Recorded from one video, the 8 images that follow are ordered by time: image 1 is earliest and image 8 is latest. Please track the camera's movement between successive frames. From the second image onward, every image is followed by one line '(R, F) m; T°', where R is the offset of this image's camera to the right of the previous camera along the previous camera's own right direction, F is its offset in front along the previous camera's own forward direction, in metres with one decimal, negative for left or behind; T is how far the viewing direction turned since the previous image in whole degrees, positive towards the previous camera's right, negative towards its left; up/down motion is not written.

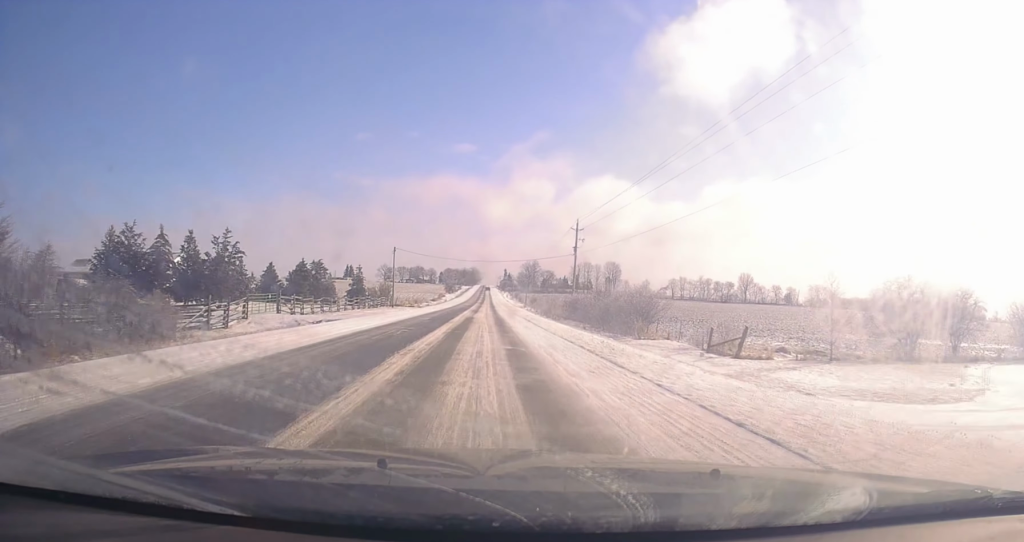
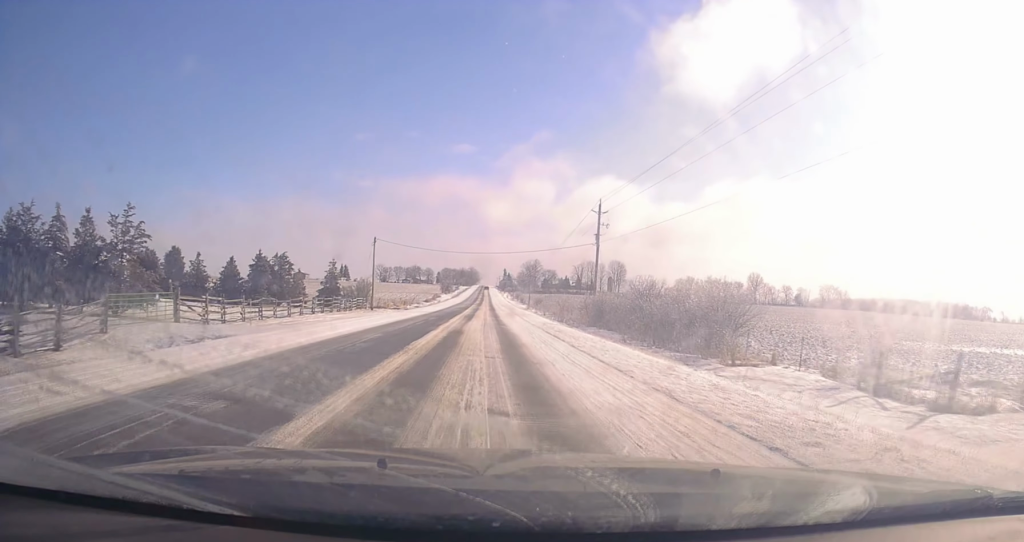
(+0.2, +15.0) m; 0°
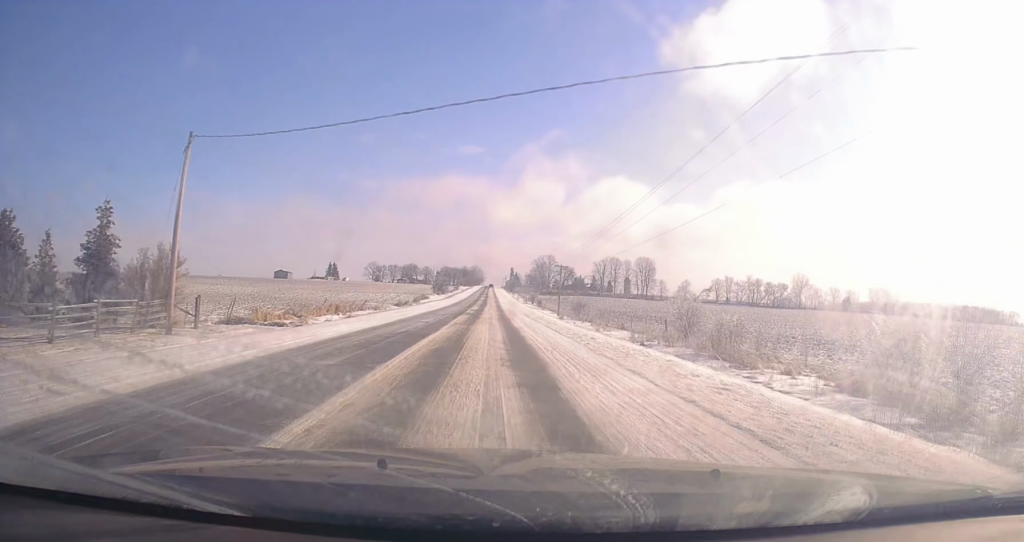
(-0.1, +49.8) m; -2°
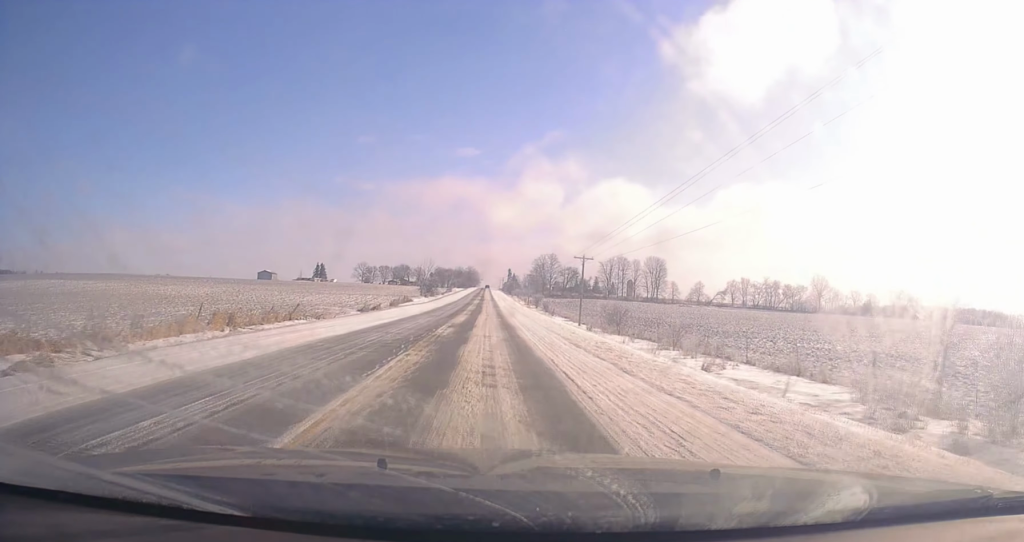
(-1.0, +23.4) m; -1°
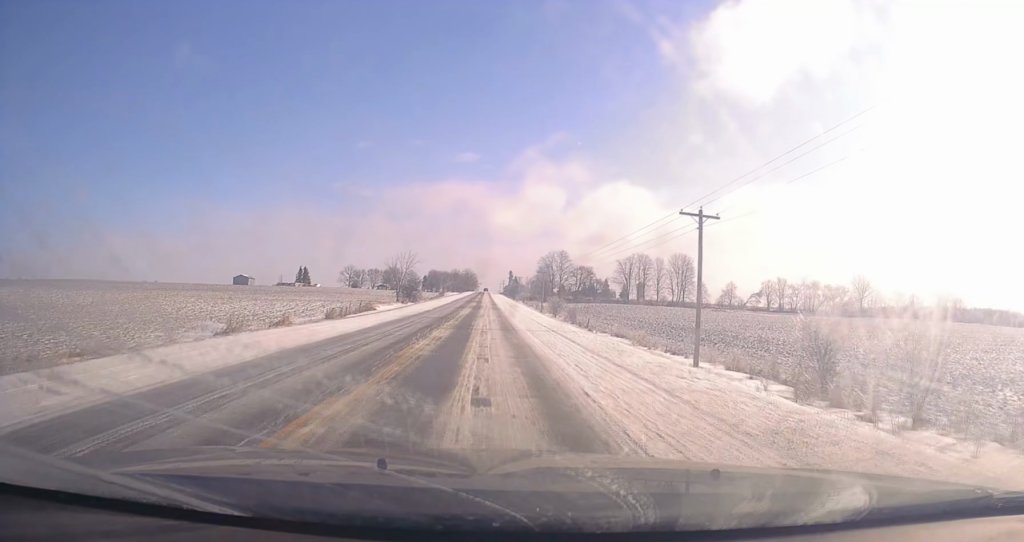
(+1.4, +36.0) m; +2°
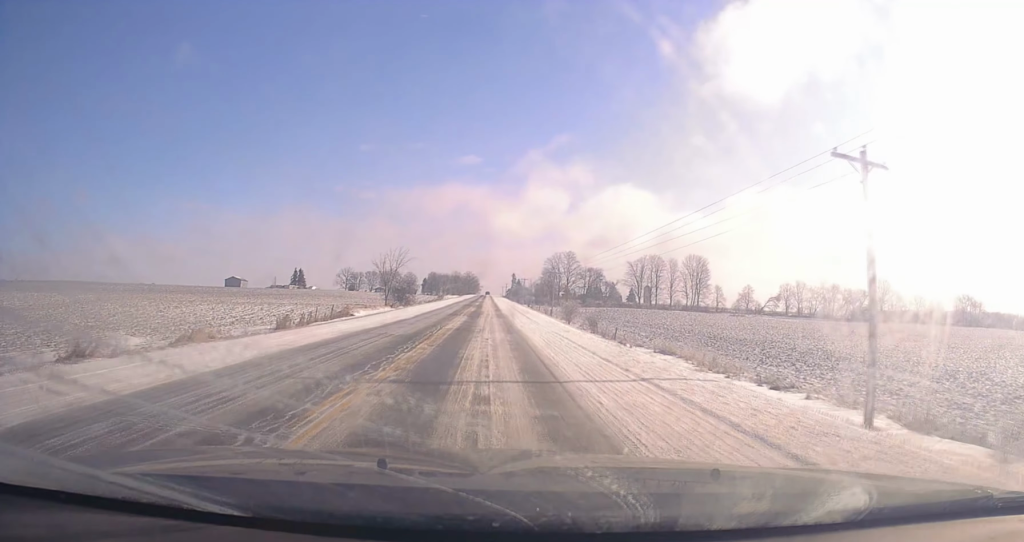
(+0.1, +14.0) m; 0°
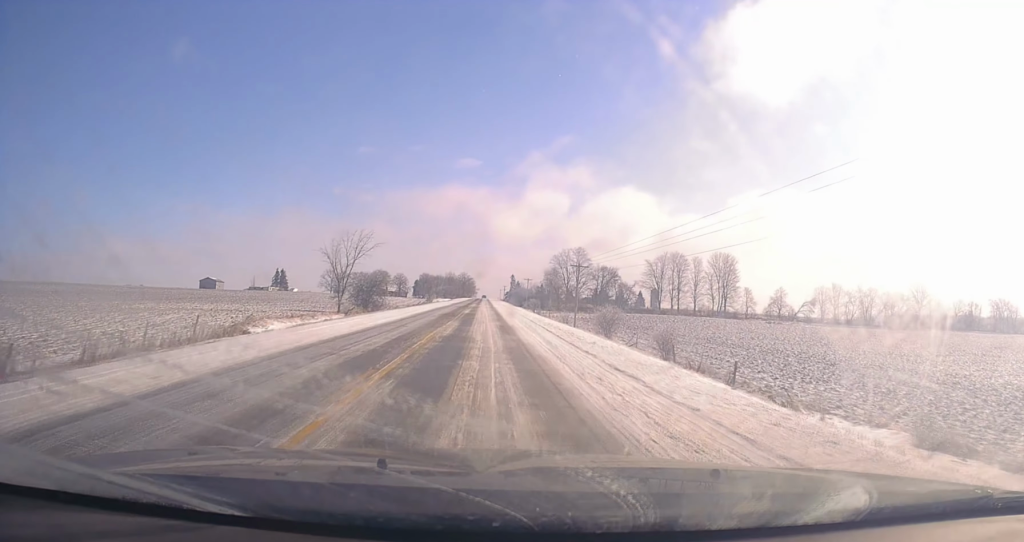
(-0.4, +27.0) m; -1°
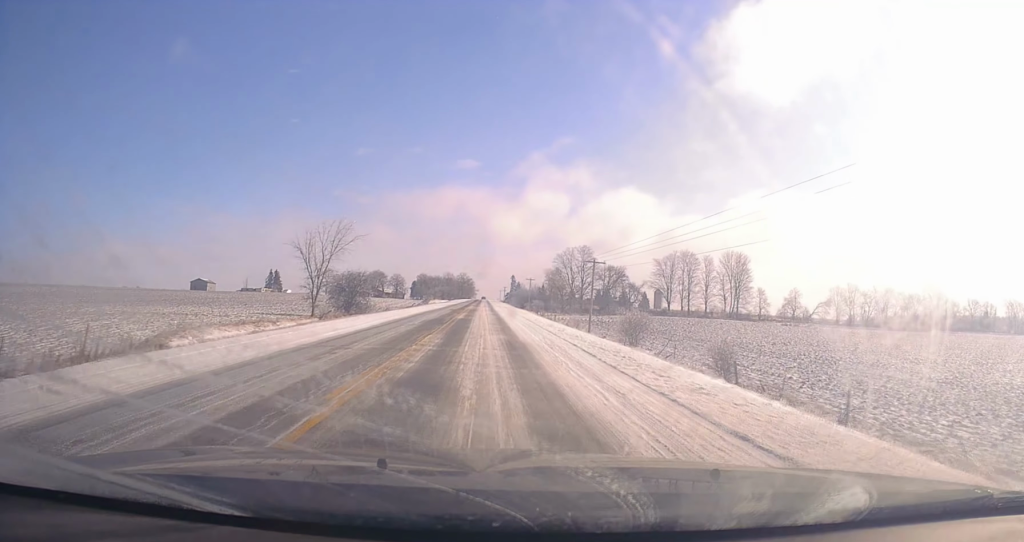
(0.0, +9.9) m; +1°
